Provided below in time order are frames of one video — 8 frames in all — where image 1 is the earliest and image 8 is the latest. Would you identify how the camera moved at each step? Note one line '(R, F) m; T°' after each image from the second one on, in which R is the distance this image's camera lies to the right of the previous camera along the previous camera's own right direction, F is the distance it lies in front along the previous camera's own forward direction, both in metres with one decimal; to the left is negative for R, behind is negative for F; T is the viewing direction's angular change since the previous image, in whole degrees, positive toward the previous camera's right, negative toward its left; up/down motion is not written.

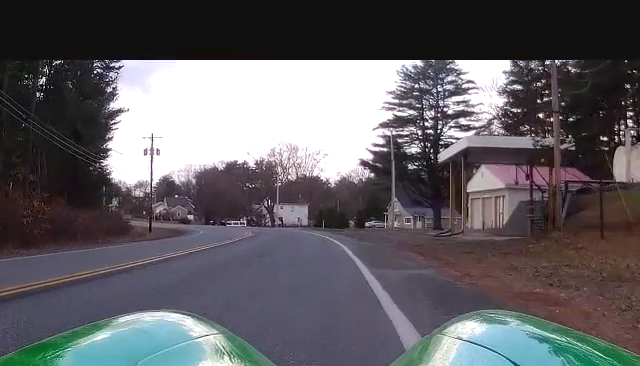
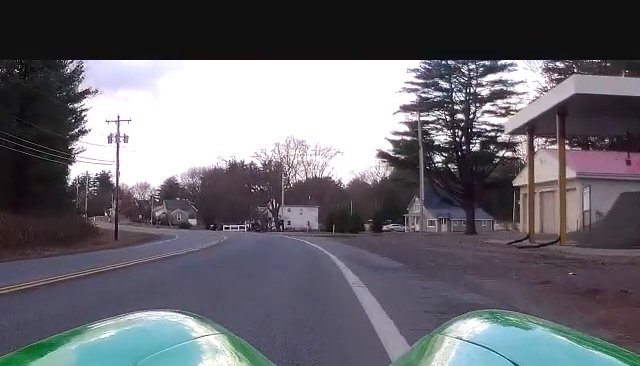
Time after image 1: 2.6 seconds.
(+0.2, +19.6) m; +3°
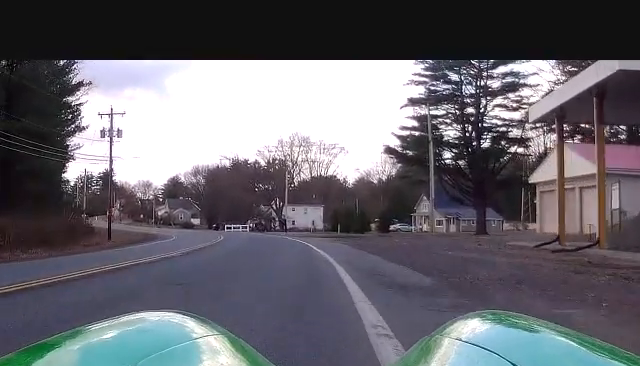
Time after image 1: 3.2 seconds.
(0.0, +3.9) m; 0°
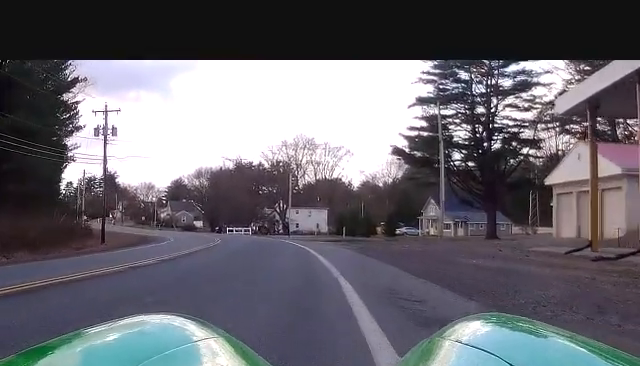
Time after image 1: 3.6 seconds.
(0.0, +3.5) m; 0°
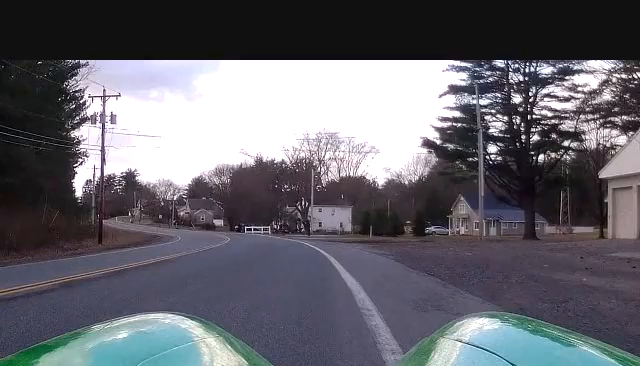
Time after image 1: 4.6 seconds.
(0.0, +7.5) m; -2°
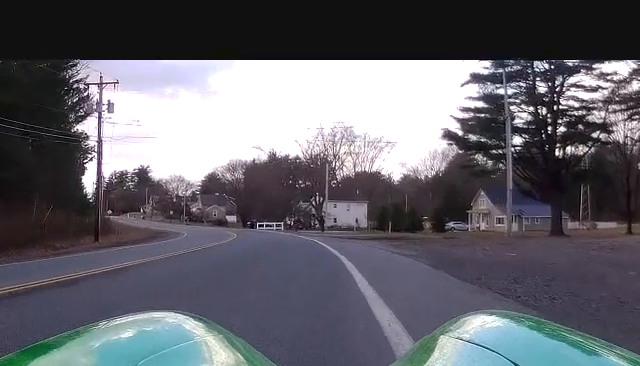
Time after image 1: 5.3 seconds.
(-0.1, +4.8) m; -1°
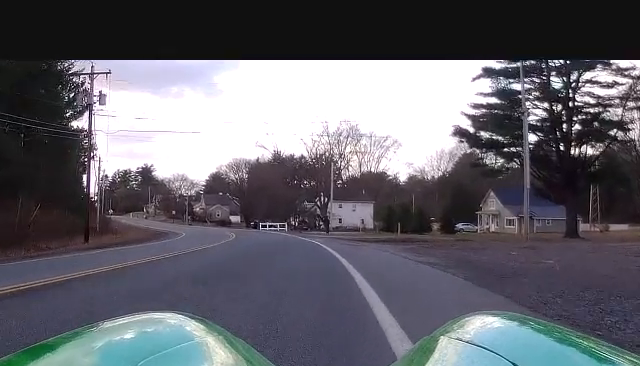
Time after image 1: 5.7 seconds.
(0.0, +3.6) m; 0°
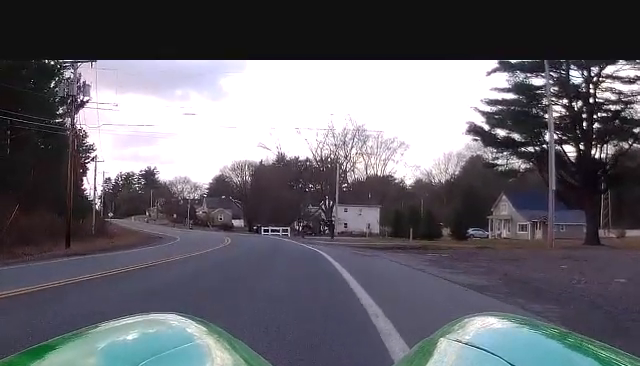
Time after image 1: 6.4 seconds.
(0.0, +4.9) m; 0°
